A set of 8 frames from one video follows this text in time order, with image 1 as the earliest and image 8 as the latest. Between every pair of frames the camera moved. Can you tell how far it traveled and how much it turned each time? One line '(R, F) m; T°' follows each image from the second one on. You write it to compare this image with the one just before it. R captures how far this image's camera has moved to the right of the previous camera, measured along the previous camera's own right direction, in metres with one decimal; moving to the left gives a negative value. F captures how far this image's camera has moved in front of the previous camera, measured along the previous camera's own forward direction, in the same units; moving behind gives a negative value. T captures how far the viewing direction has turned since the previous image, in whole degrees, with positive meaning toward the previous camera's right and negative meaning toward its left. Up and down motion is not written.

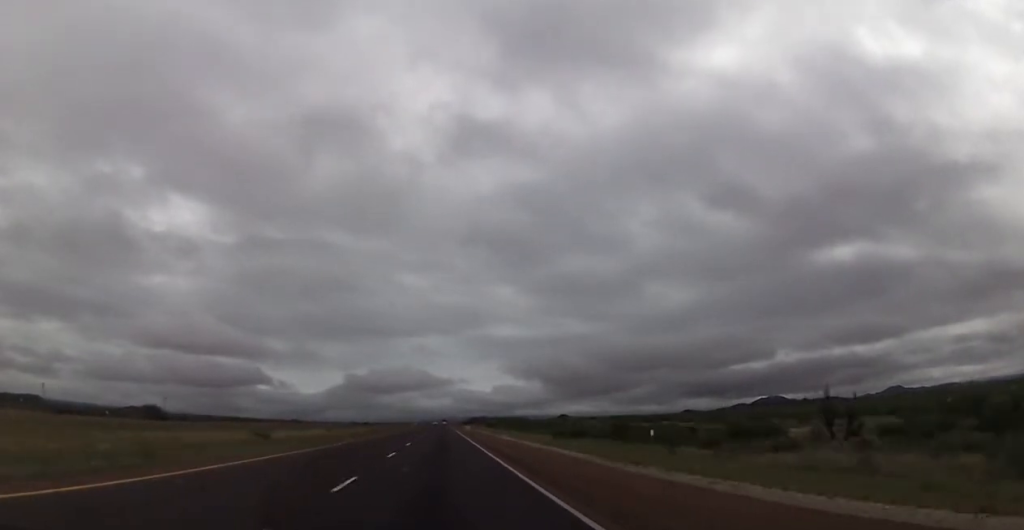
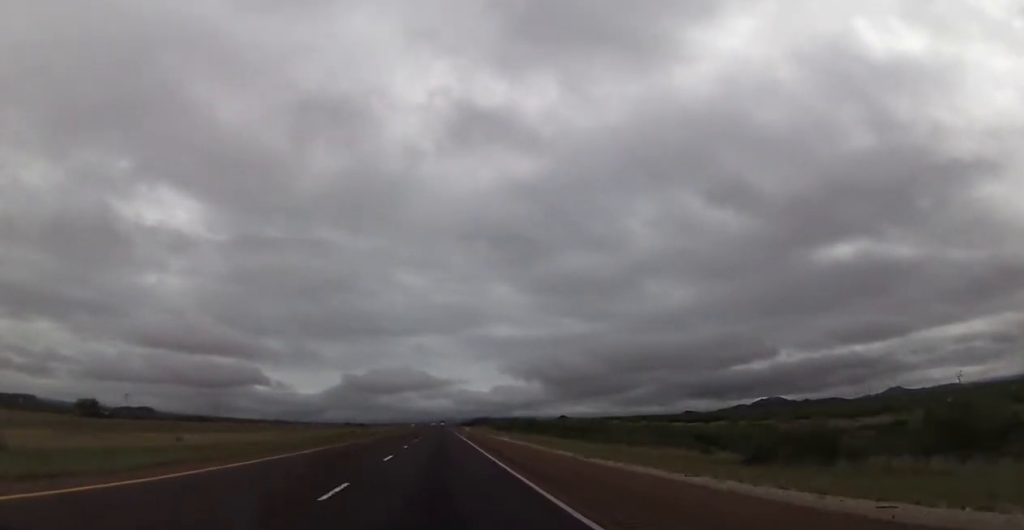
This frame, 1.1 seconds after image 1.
(0.0, +37.6) m; 0°
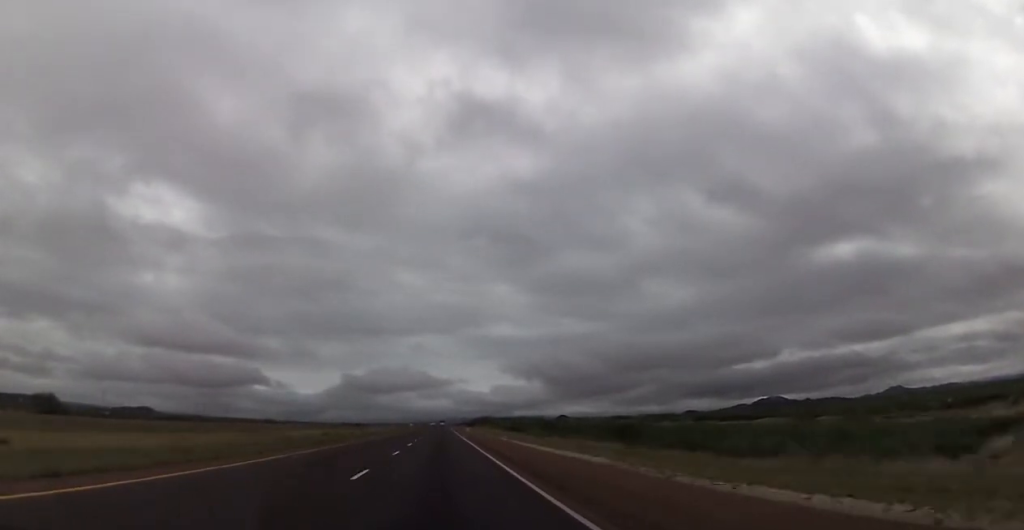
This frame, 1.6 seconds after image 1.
(0.0, +20.0) m; 0°
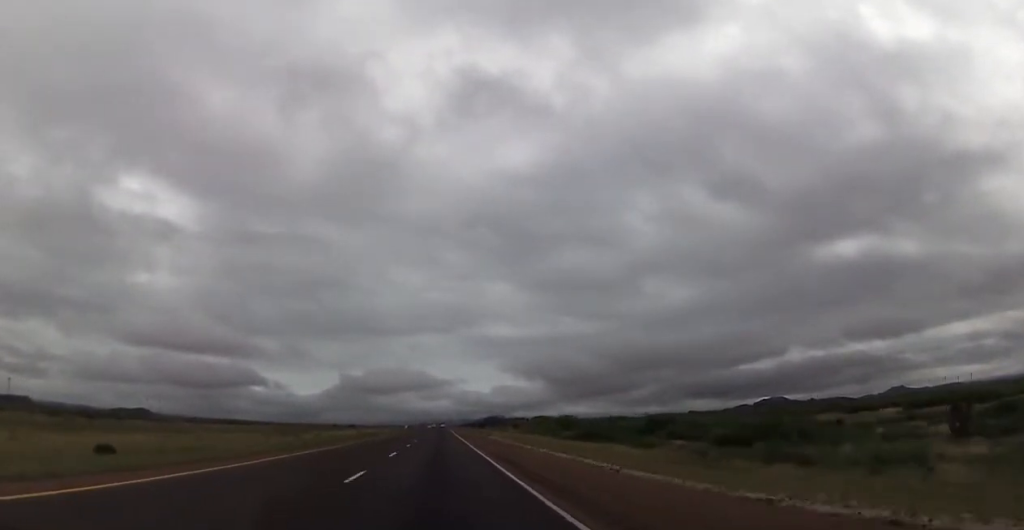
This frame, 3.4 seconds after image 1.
(-0.1, +61.1) m; 0°
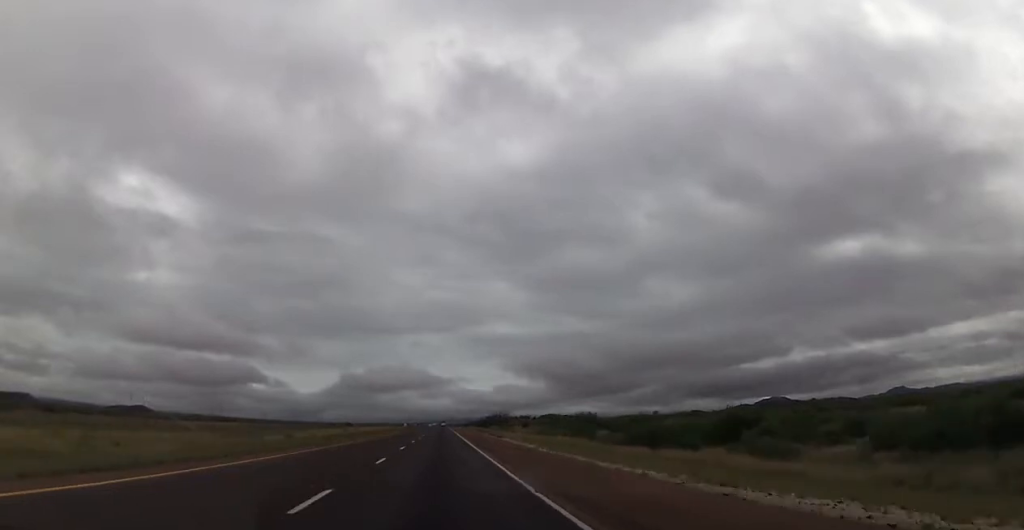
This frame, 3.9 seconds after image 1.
(0.0, +17.6) m; 0°
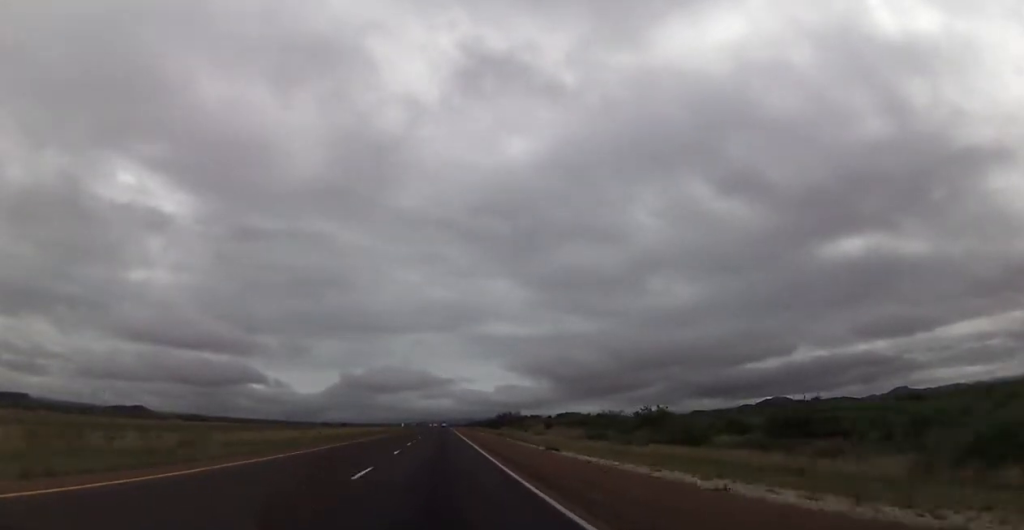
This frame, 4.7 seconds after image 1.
(0.0, +30.5) m; 0°
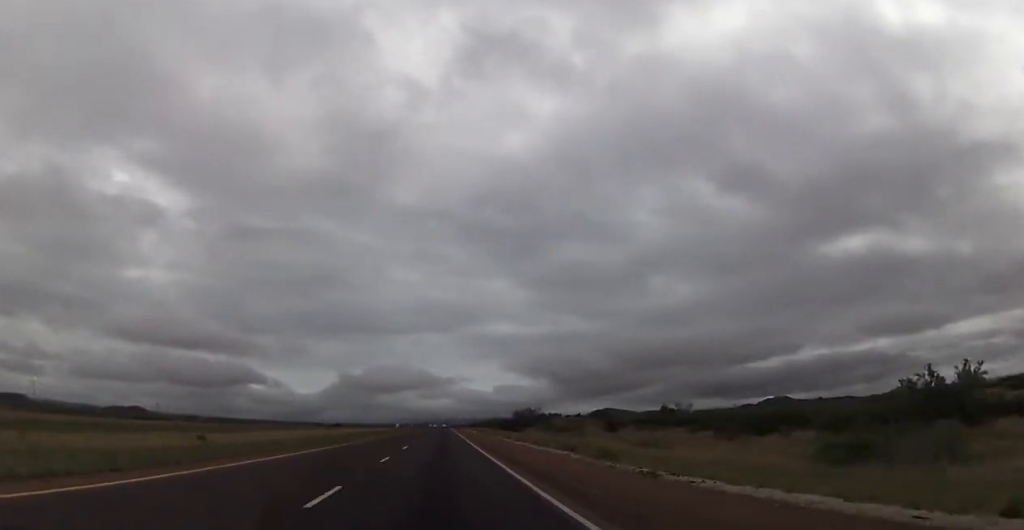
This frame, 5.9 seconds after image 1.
(0.0, +42.3) m; +1°
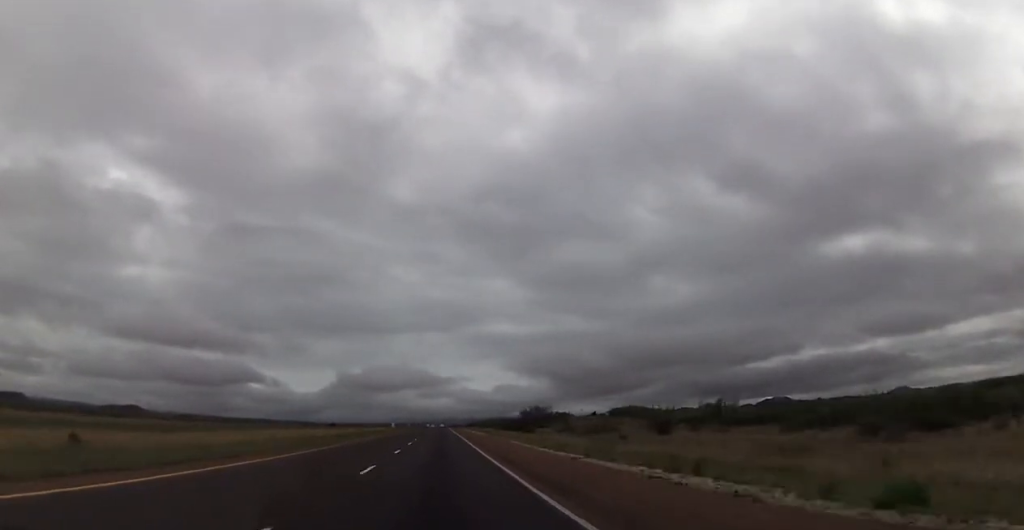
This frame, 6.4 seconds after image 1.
(+0.2, +17.6) m; 0°
